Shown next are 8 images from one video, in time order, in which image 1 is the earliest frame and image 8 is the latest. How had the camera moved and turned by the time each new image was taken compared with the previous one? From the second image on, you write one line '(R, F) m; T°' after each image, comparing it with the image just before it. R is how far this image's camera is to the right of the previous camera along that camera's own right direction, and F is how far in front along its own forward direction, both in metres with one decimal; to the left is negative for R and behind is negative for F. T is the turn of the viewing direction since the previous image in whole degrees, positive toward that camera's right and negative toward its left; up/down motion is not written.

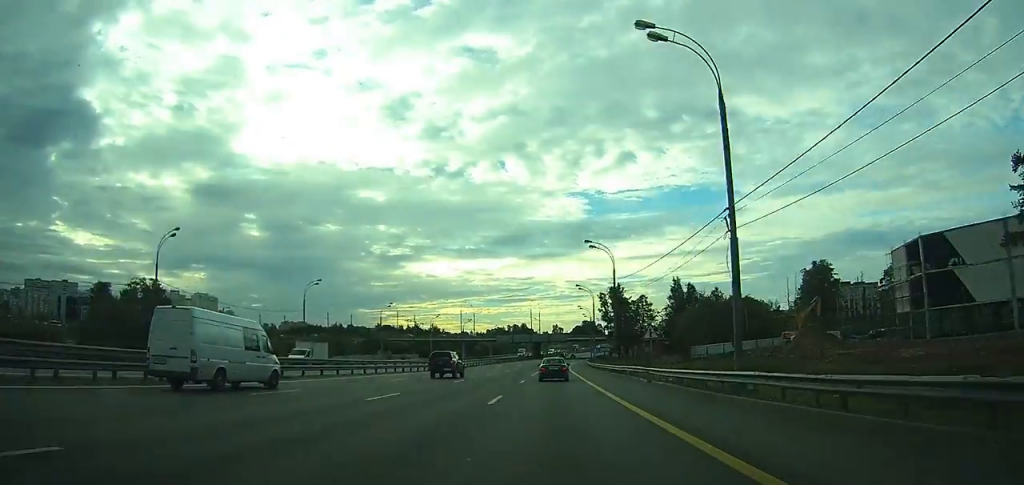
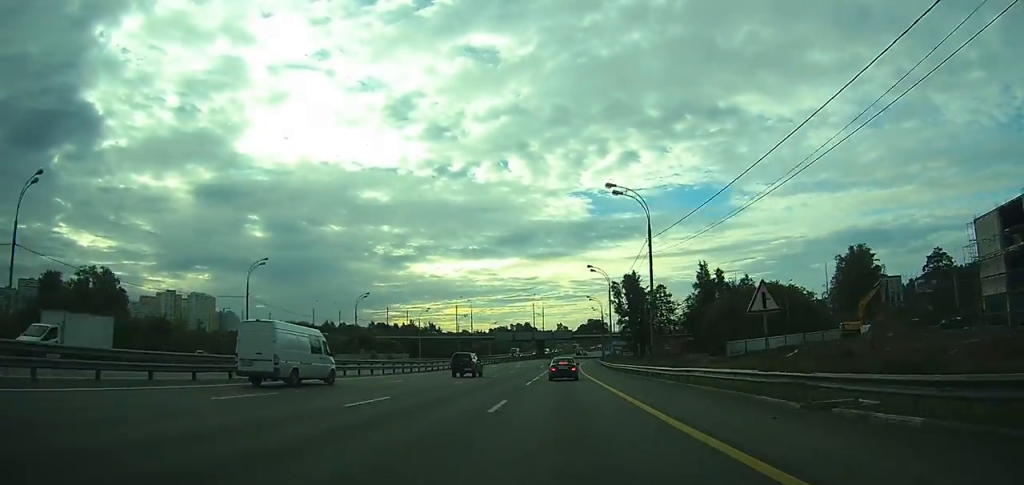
(+0.1, +17.1) m; 0°
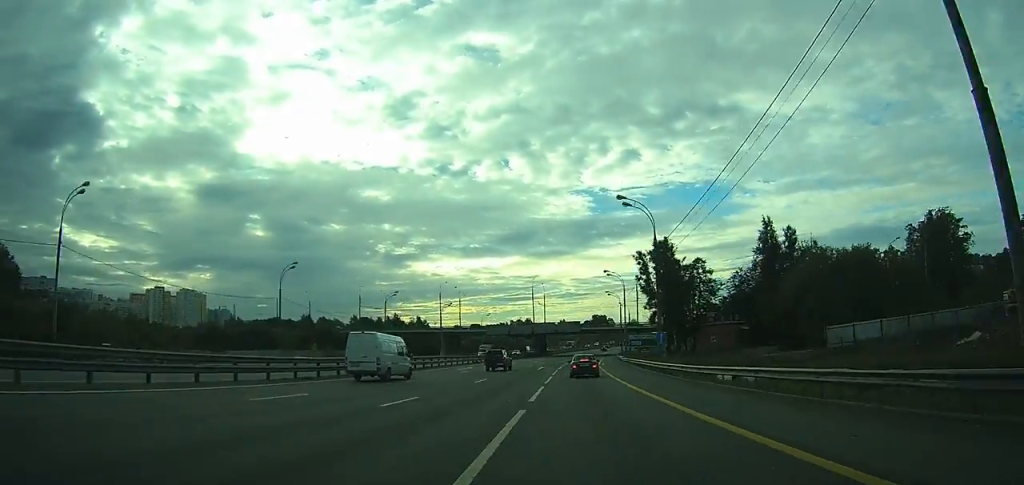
(0.0, +29.1) m; 0°
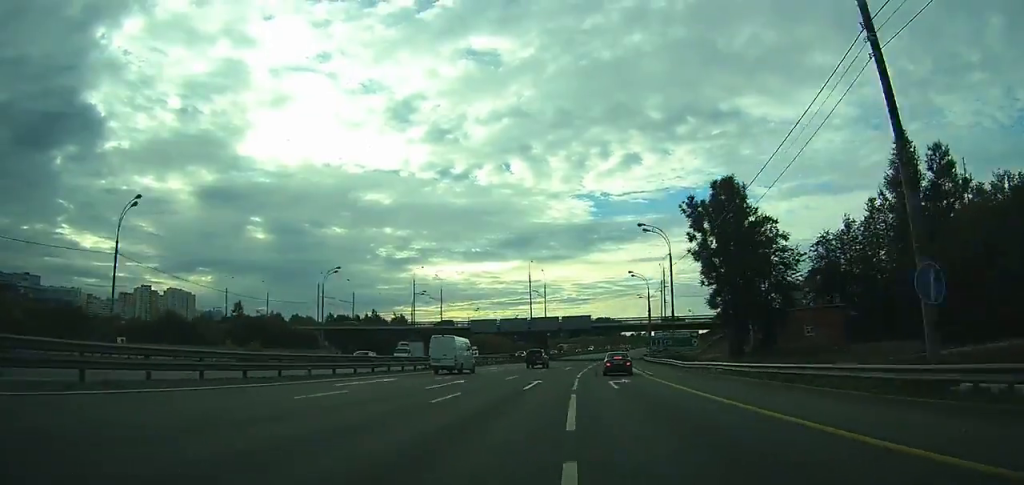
(0.0, +29.3) m; 0°
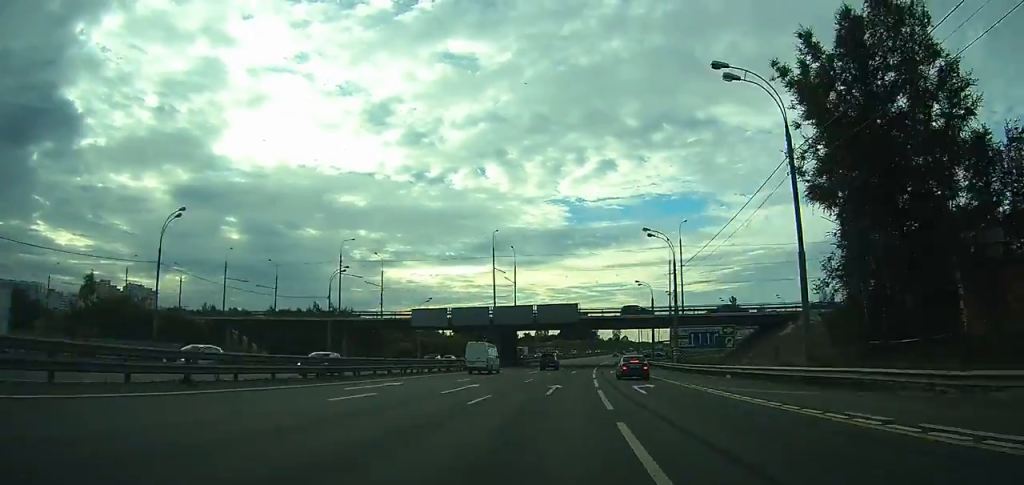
(+0.1, +28.4) m; +1°
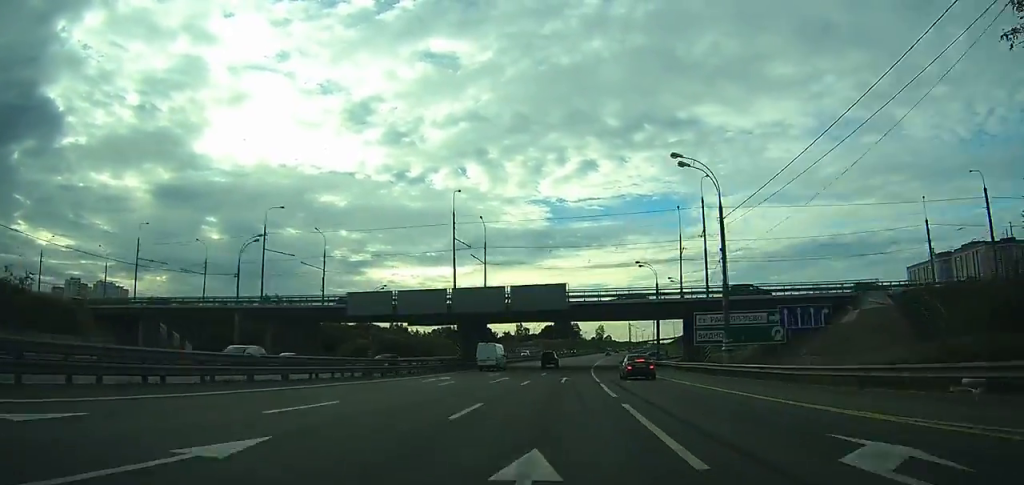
(+0.1, +18.7) m; +1°
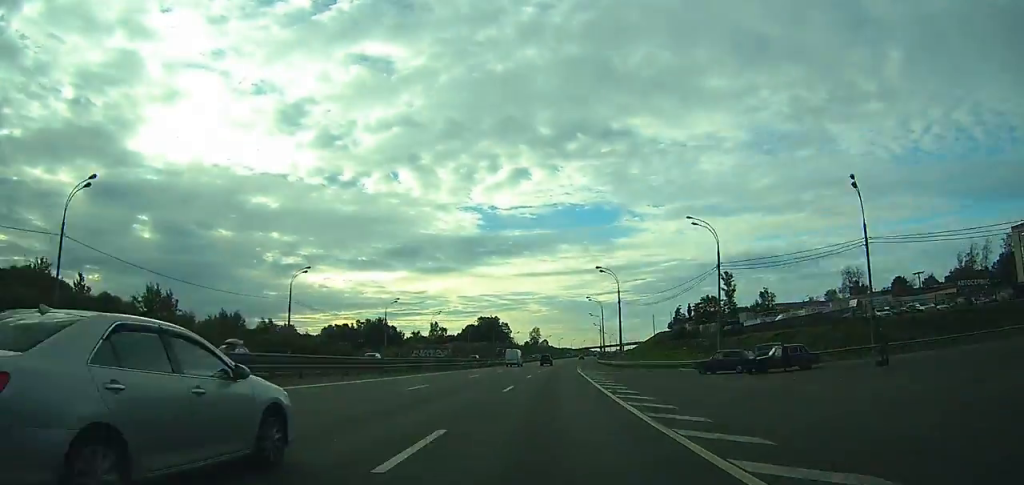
(+5.4, +99.6) m; +6°
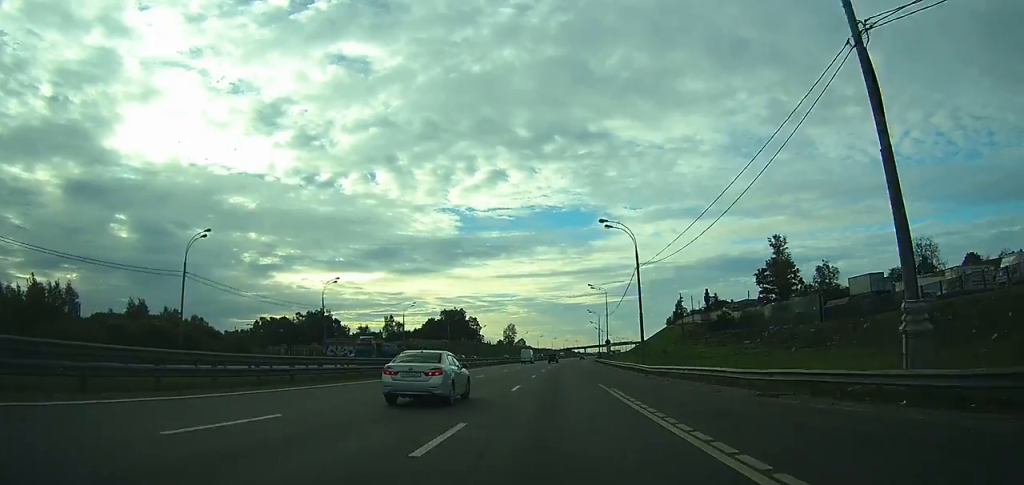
(+2.2, +68.5) m; +3°
